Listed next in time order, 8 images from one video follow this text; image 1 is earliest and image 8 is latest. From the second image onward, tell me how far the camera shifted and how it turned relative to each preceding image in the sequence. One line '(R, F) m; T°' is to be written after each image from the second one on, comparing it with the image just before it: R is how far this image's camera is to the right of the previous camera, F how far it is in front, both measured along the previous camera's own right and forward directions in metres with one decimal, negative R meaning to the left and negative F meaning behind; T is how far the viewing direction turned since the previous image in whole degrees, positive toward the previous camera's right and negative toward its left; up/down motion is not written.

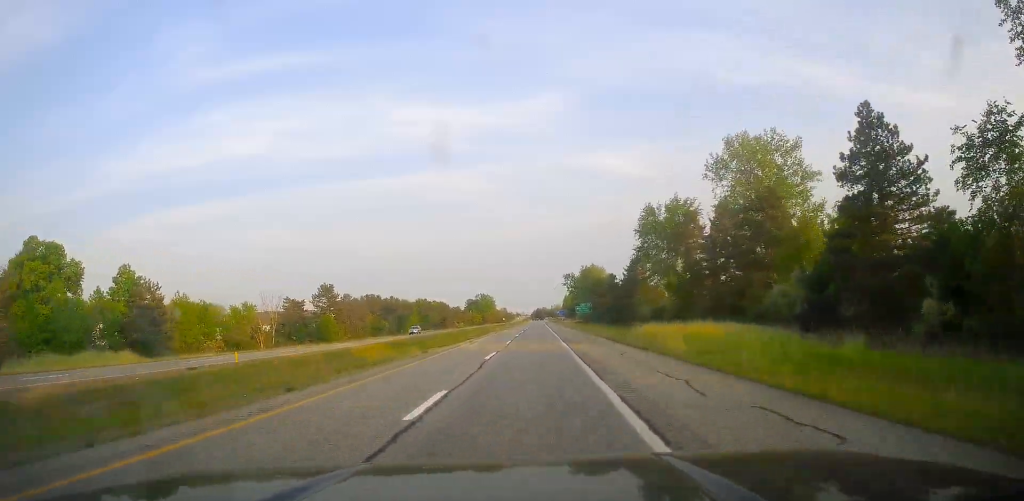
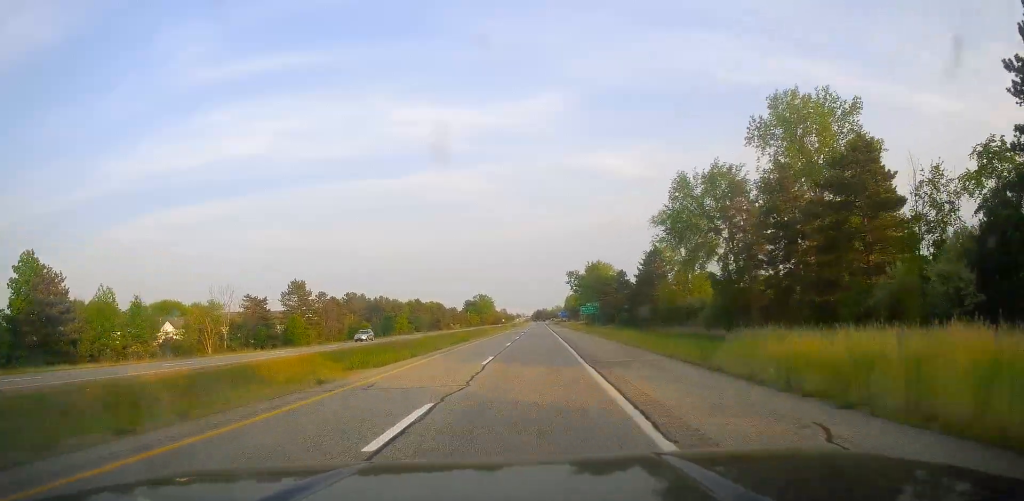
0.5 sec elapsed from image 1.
(+0.1, +18.0) m; 0°
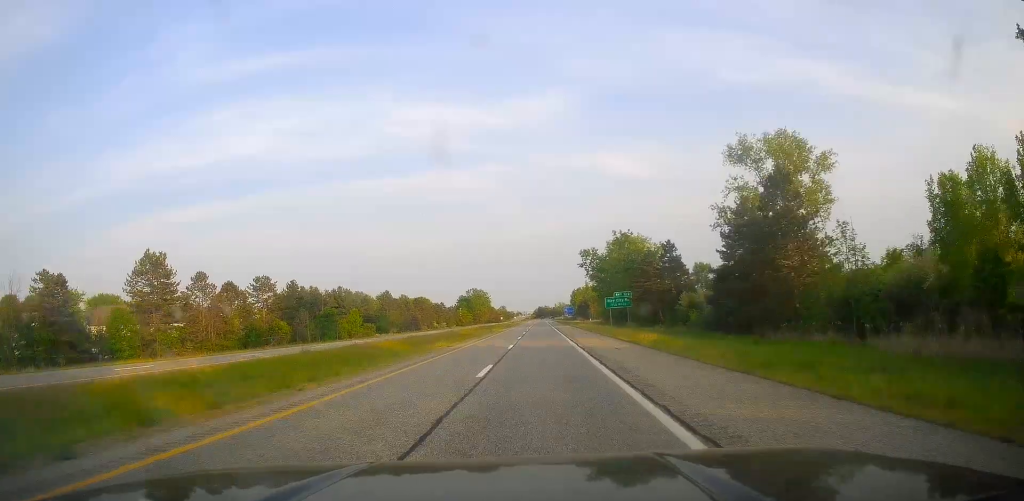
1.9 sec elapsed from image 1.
(0.0, +51.7) m; -1°
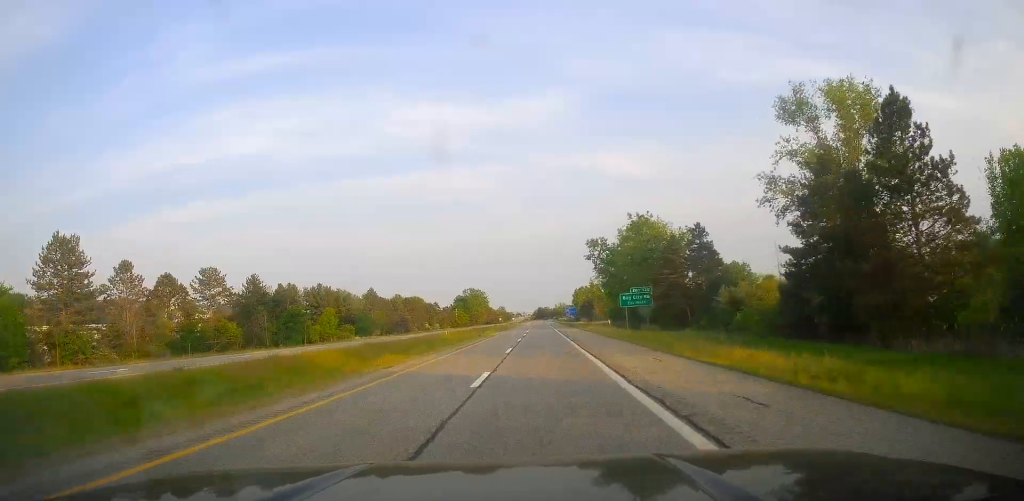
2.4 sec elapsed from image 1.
(+0.1, +18.0) m; 0°
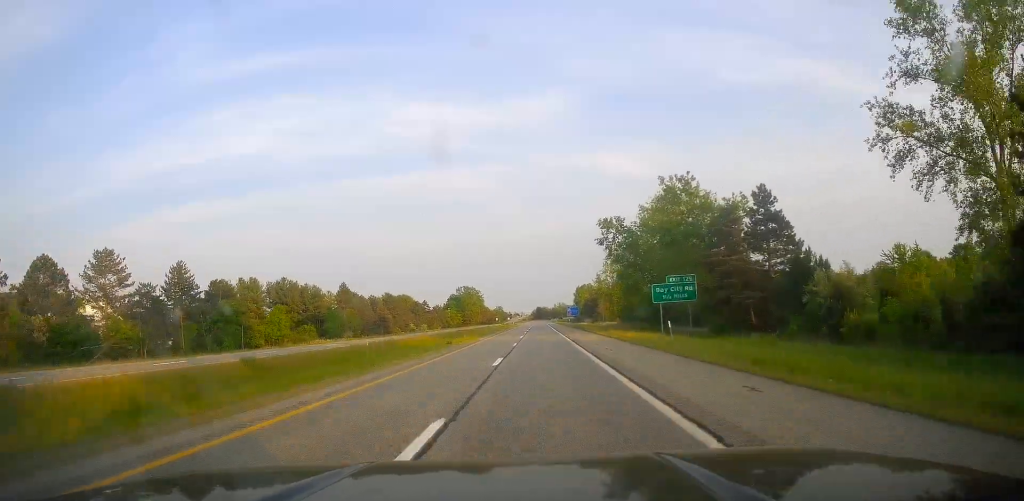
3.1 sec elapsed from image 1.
(-0.6, +24.1) m; 0°
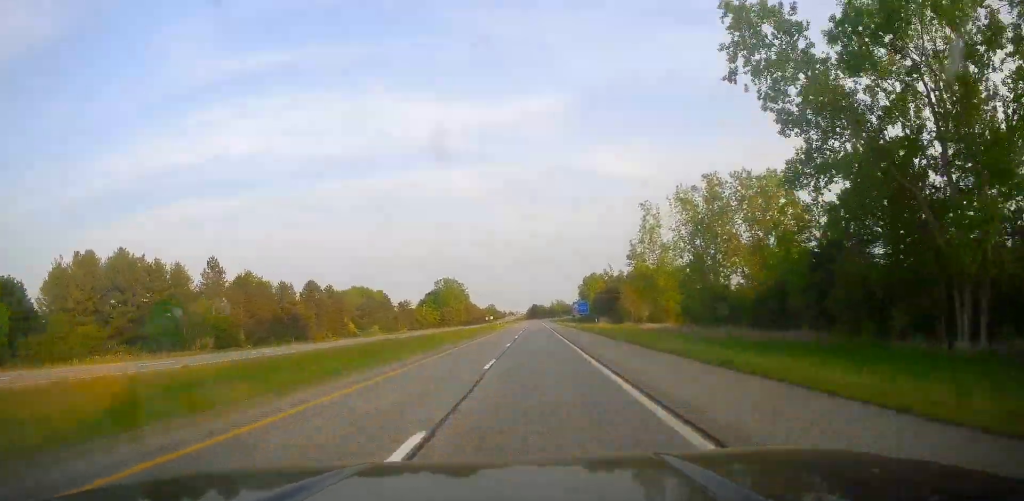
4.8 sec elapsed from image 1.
(+1.1, +62.5) m; +1°
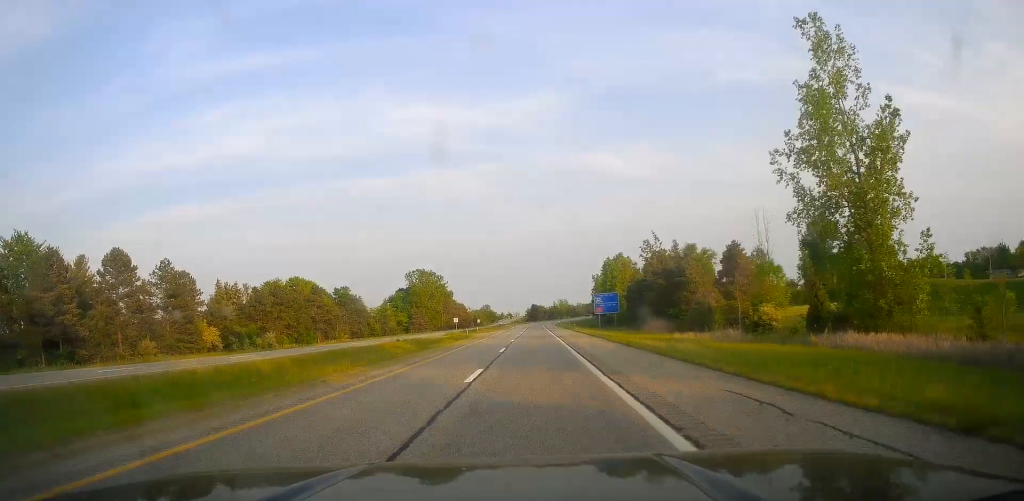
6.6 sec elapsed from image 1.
(+0.2, +64.9) m; 0°
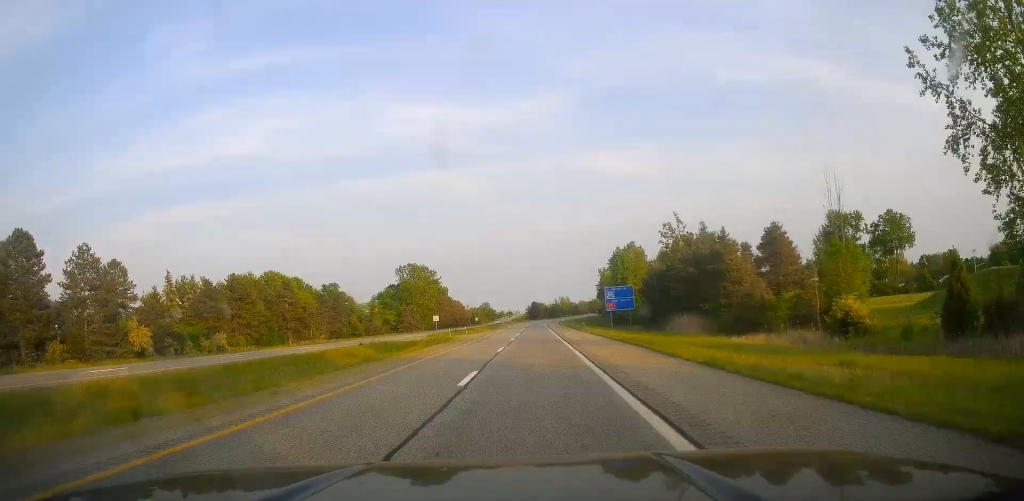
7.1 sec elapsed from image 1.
(+0.1, +16.9) m; 0°
